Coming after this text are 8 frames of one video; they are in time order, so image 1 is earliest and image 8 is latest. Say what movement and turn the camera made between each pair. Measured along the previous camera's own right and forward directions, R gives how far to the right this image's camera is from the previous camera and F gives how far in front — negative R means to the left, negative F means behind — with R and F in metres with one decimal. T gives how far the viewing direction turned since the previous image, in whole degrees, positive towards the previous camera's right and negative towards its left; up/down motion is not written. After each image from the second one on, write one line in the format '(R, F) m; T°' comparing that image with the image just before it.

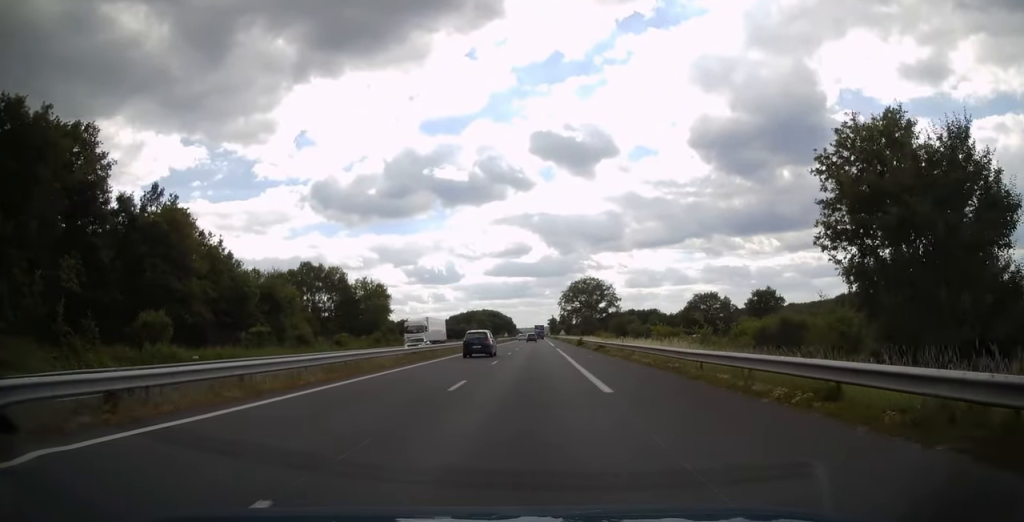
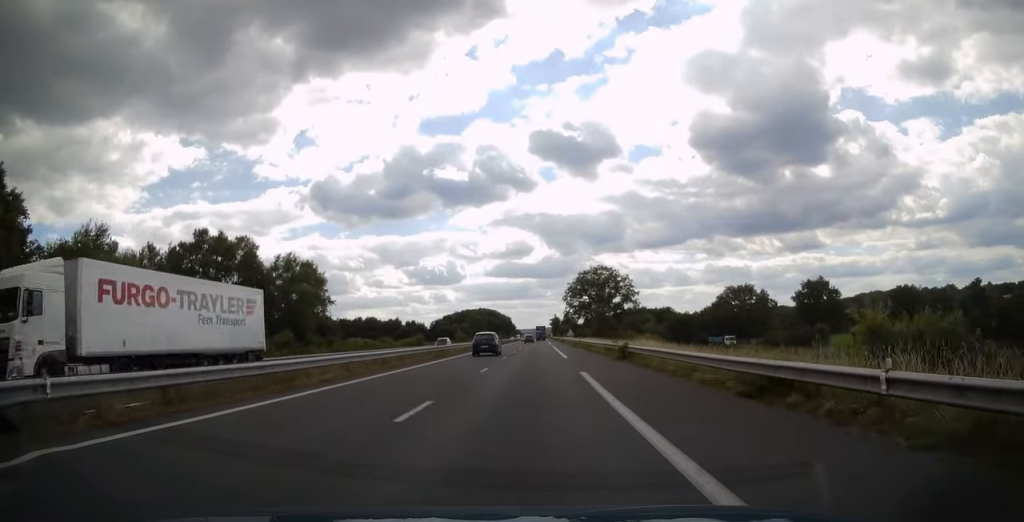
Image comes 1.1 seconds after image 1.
(-0.4, +31.0) m; -1°
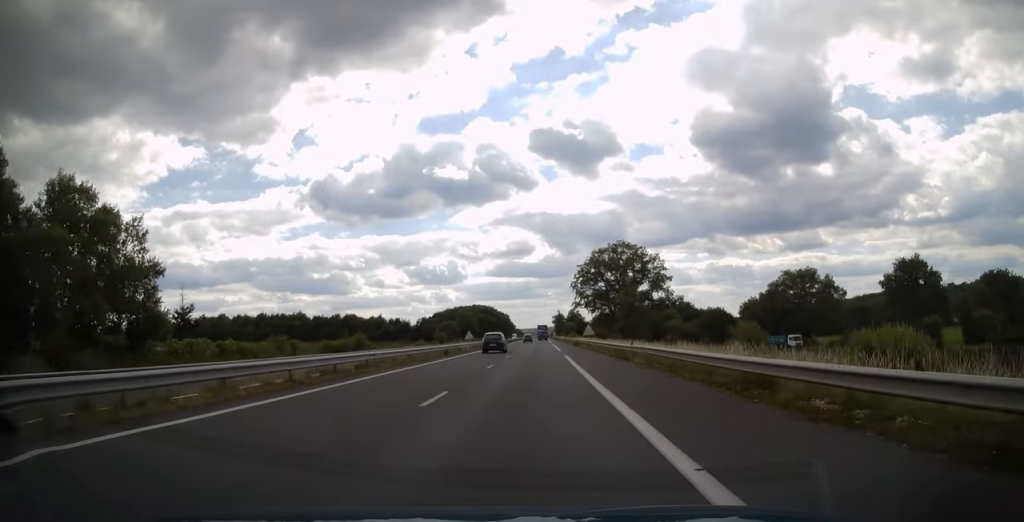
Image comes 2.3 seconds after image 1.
(0.0, +36.9) m; 0°
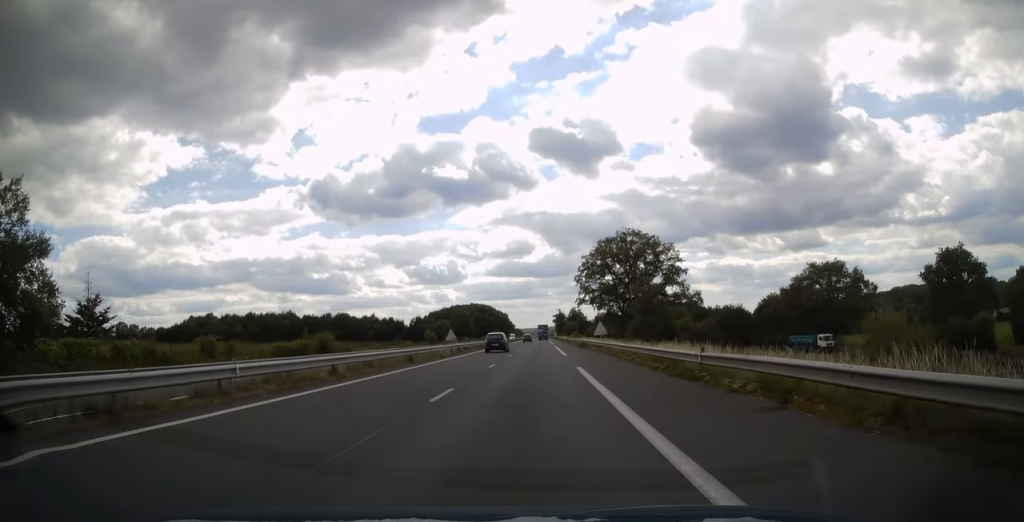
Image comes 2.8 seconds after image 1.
(0.0, +12.1) m; 0°
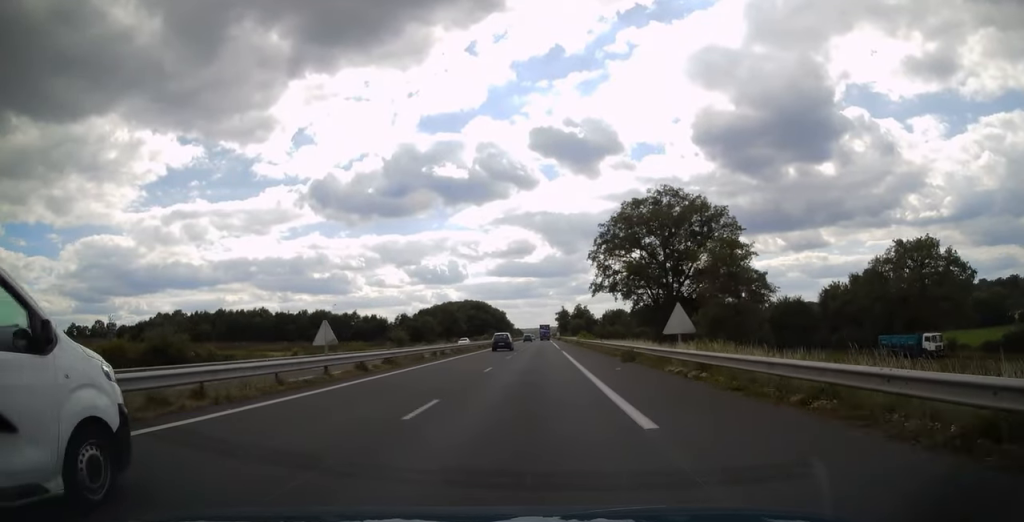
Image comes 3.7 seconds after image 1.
(0.0, +28.6) m; 0°
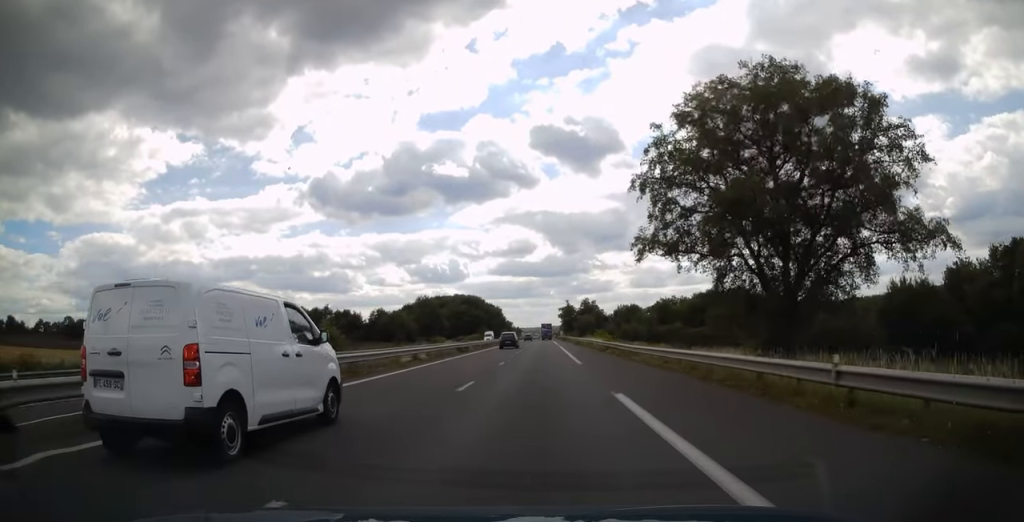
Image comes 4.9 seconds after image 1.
(-0.1, +33.9) m; 0°
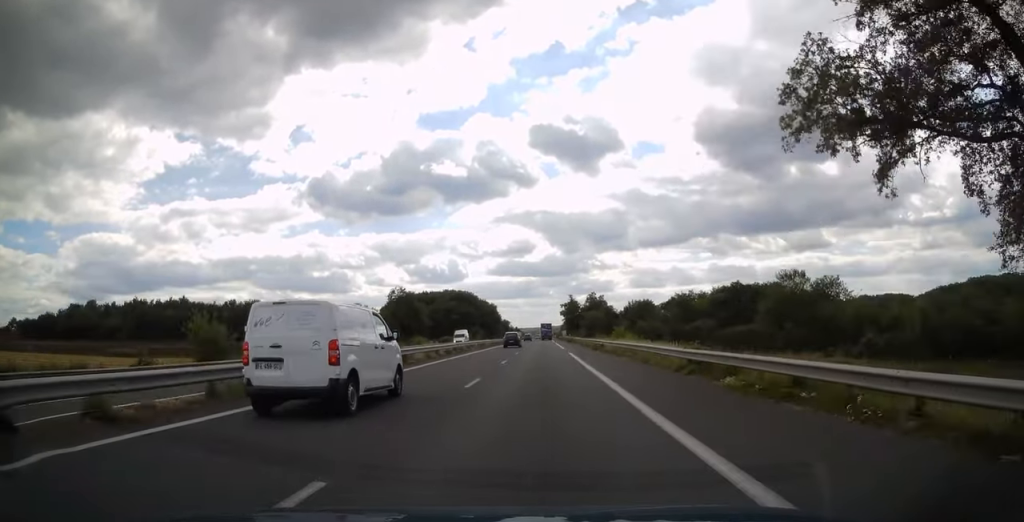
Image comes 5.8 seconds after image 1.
(0.0, +25.2) m; 0°
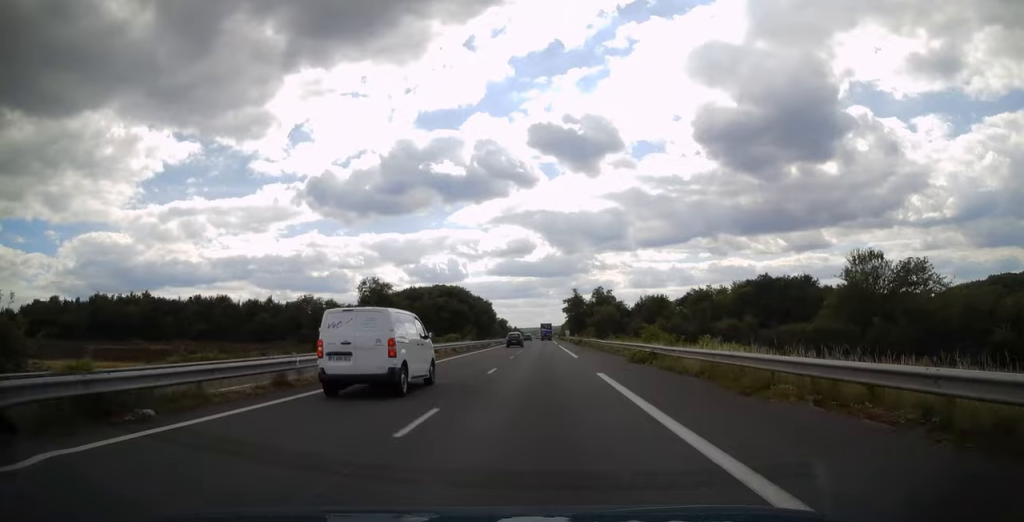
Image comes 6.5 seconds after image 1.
(0.0, +20.3) m; 0°
